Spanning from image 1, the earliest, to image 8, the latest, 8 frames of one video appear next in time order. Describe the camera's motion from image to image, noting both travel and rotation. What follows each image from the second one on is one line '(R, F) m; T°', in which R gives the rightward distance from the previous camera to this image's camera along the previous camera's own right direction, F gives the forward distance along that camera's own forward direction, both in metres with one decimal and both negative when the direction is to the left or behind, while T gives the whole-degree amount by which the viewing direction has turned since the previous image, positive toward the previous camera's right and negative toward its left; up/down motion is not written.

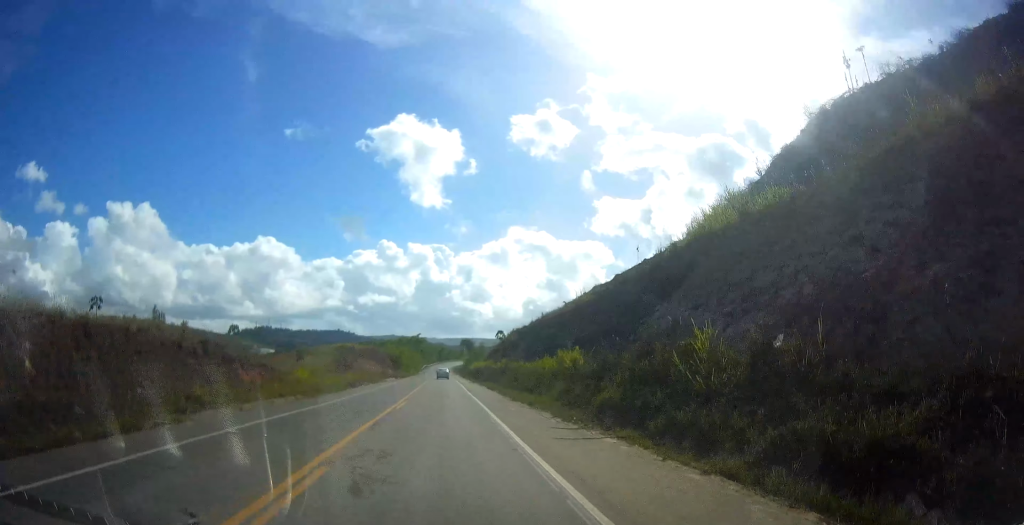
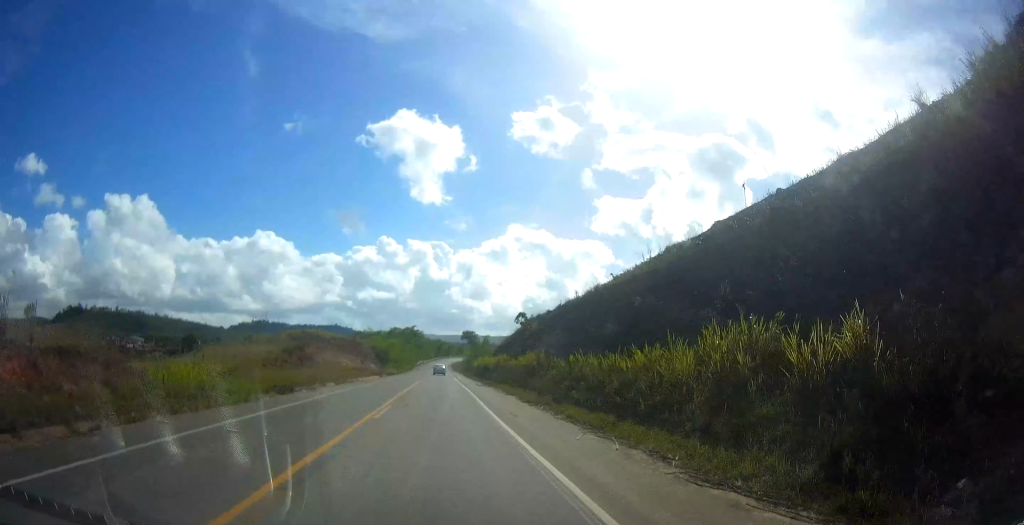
(0.0, +21.5) m; 0°
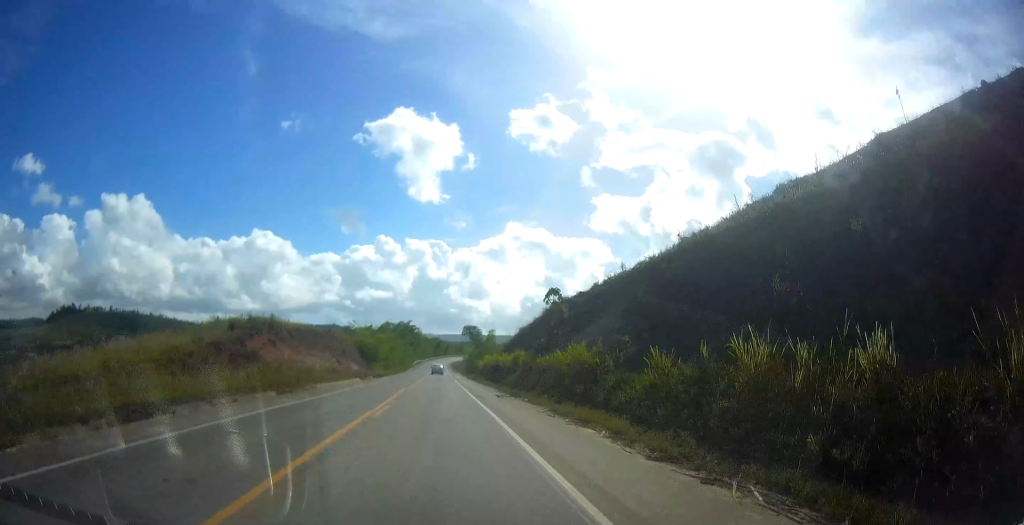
(0.0, +16.0) m; +1°
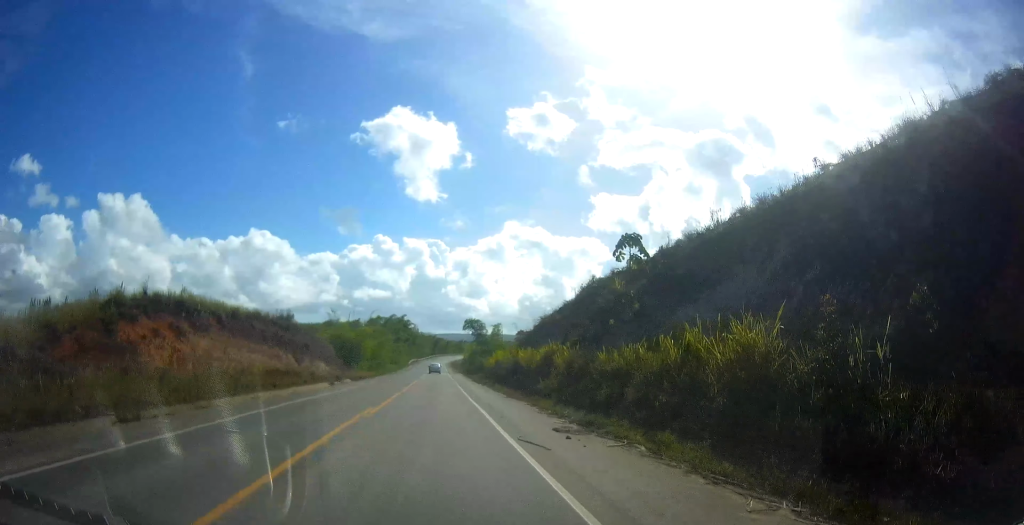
(0.0, +16.0) m; +1°
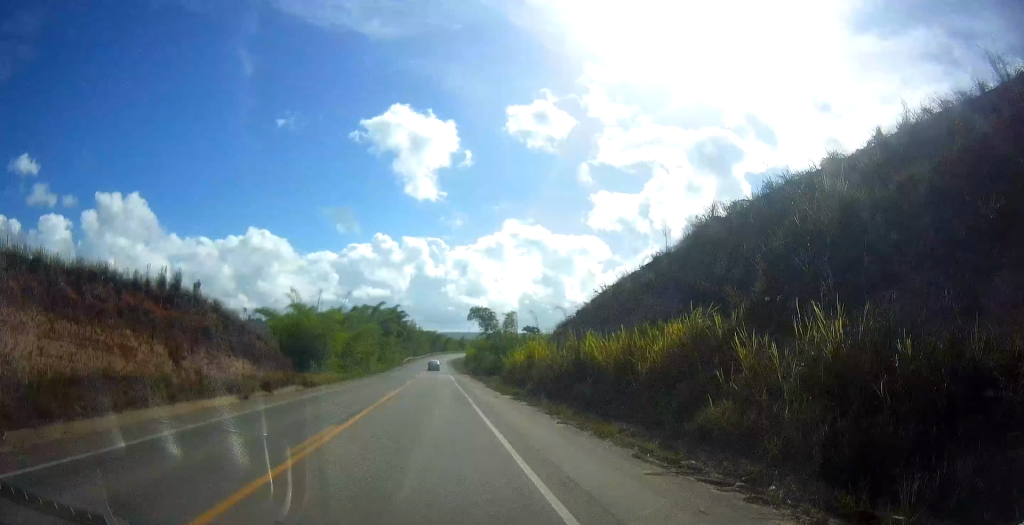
(+0.4, +20.1) m; 0°
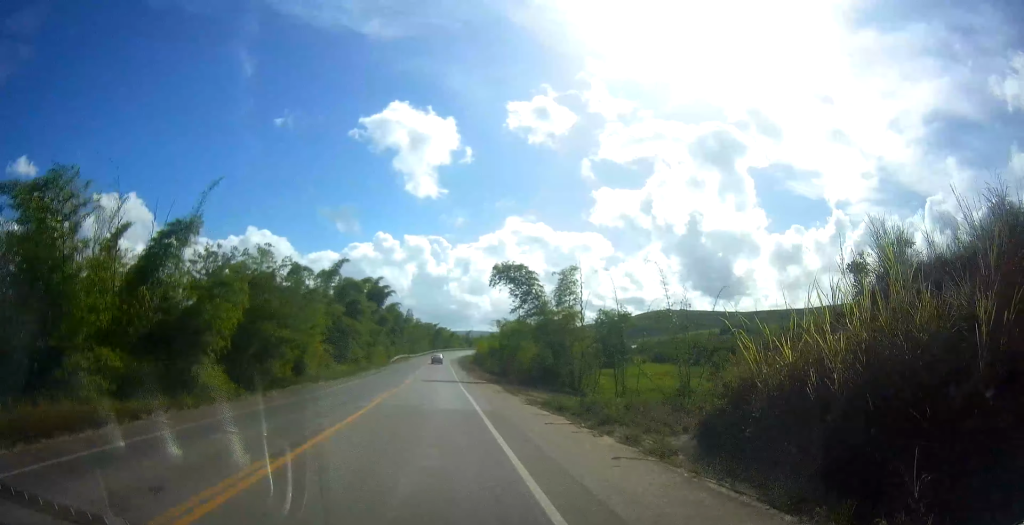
(-0.9, +36.8) m; -2°
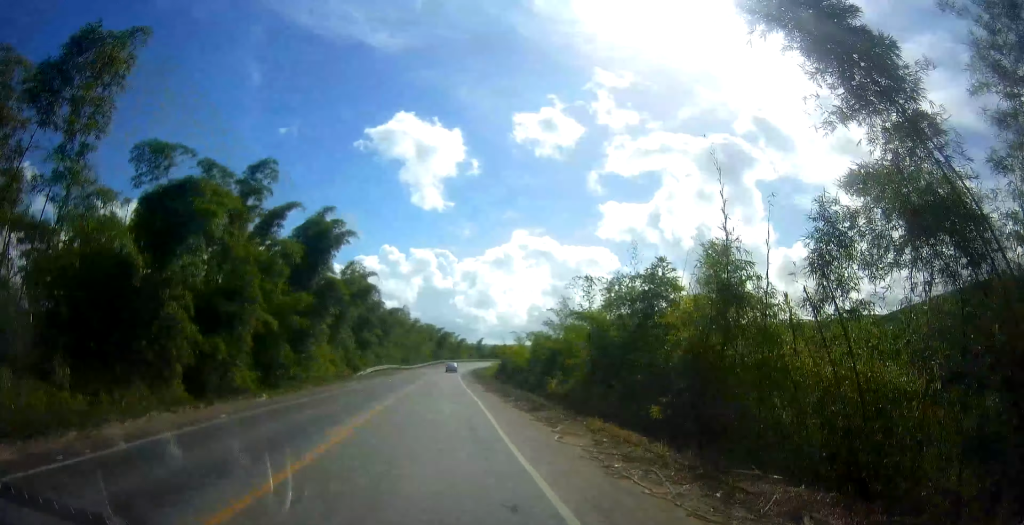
(+0.1, +40.8) m; 0°
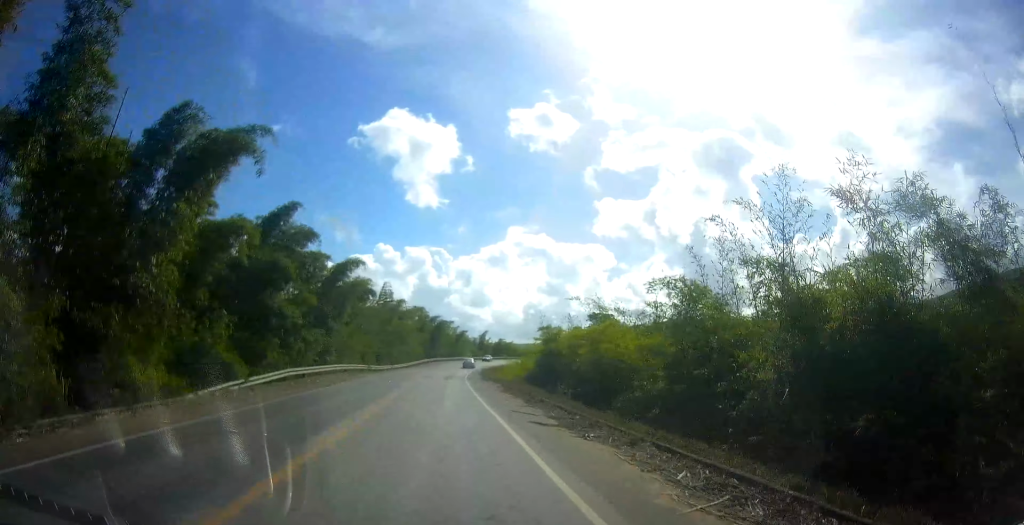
(+0.2, +33.3) m; +1°
